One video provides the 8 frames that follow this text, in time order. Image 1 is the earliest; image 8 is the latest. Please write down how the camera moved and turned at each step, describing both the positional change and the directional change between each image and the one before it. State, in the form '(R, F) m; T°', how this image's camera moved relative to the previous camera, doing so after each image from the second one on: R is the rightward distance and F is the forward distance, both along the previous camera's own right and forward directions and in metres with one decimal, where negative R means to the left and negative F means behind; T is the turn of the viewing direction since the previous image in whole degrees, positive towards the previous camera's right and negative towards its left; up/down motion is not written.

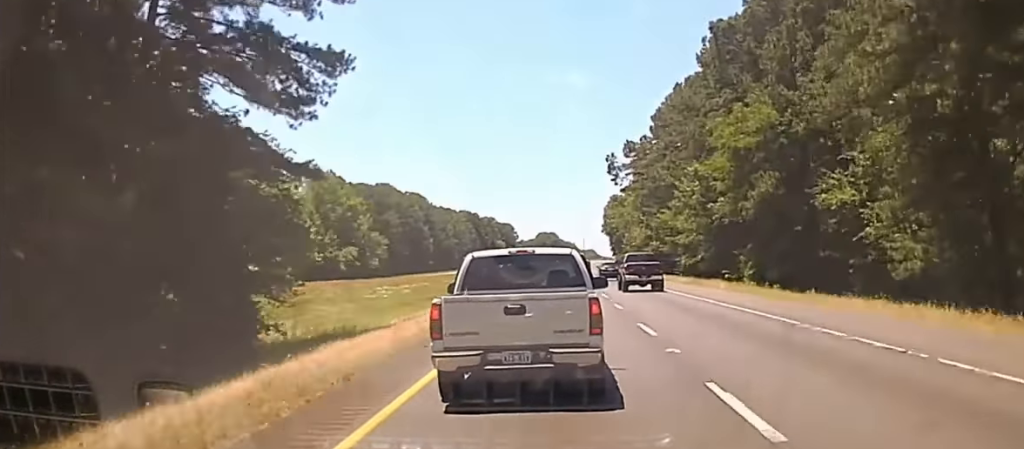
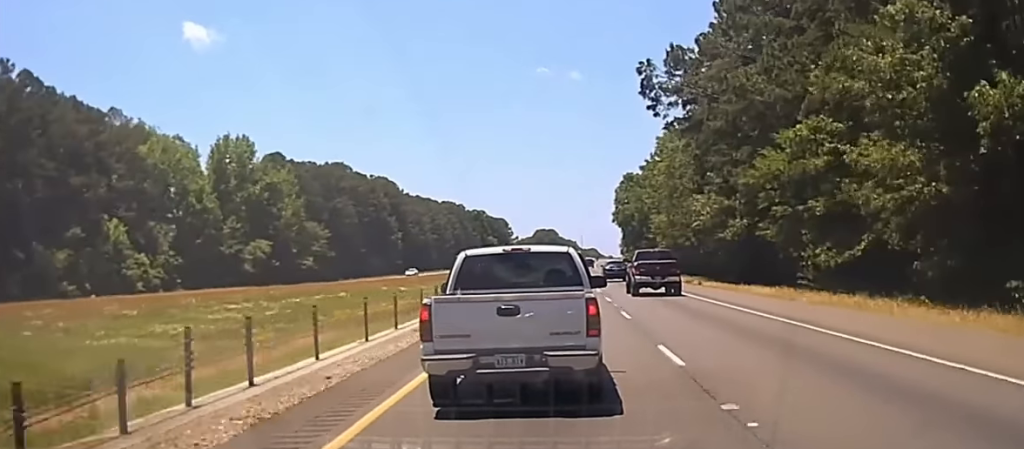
(0.0, +55.8) m; 0°
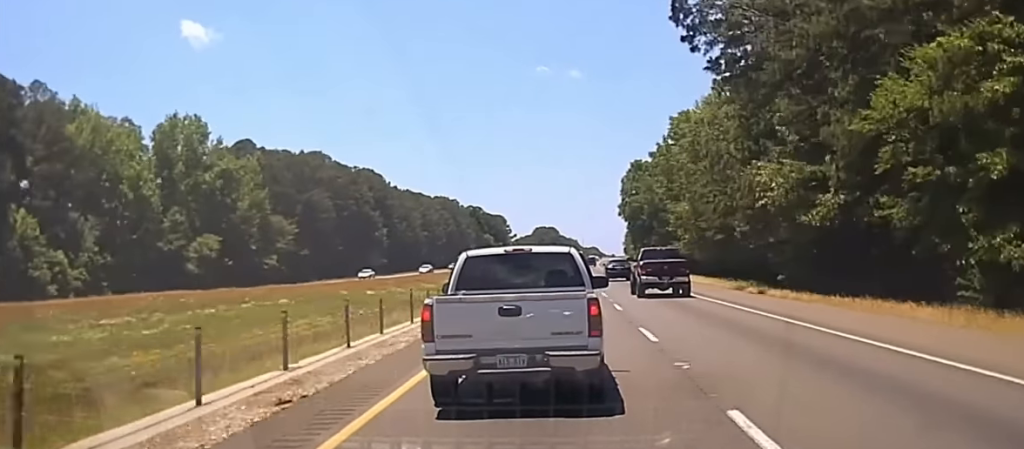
(0.0, +20.0) m; 0°
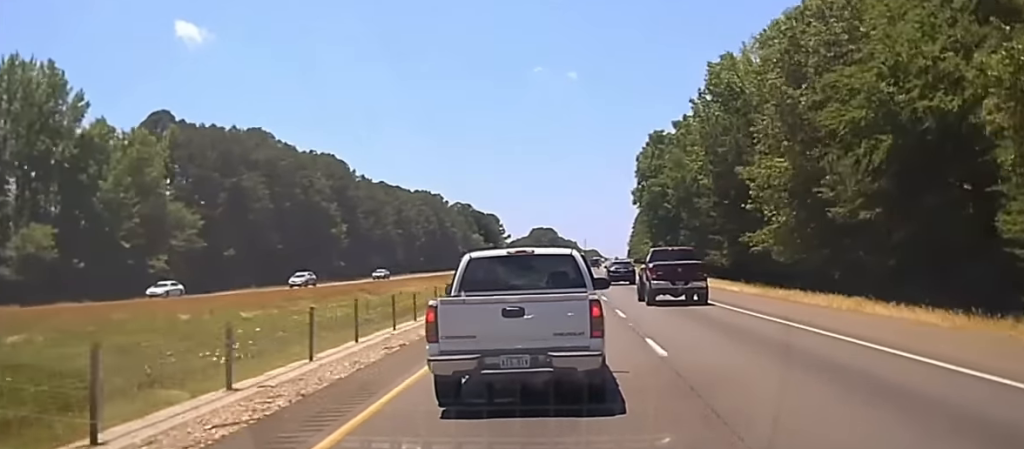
(0.0, +40.0) m; 0°
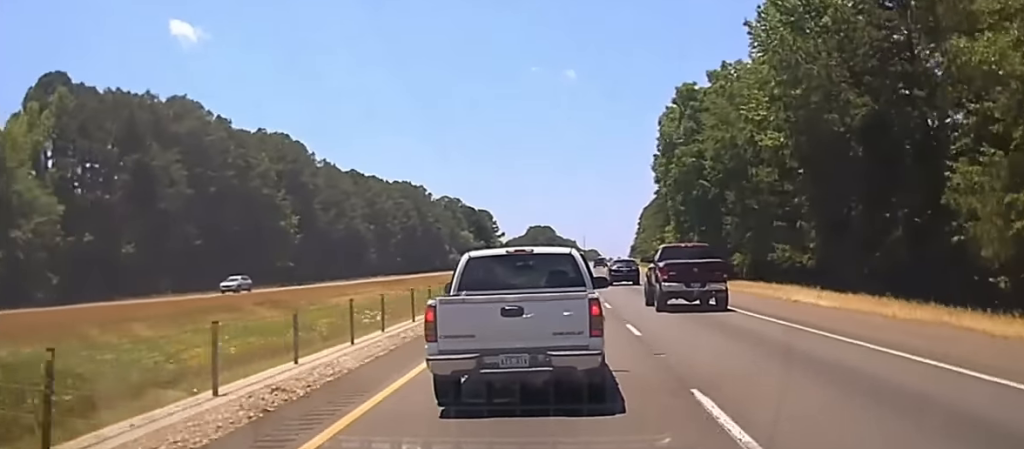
(0.0, +33.8) m; 0°
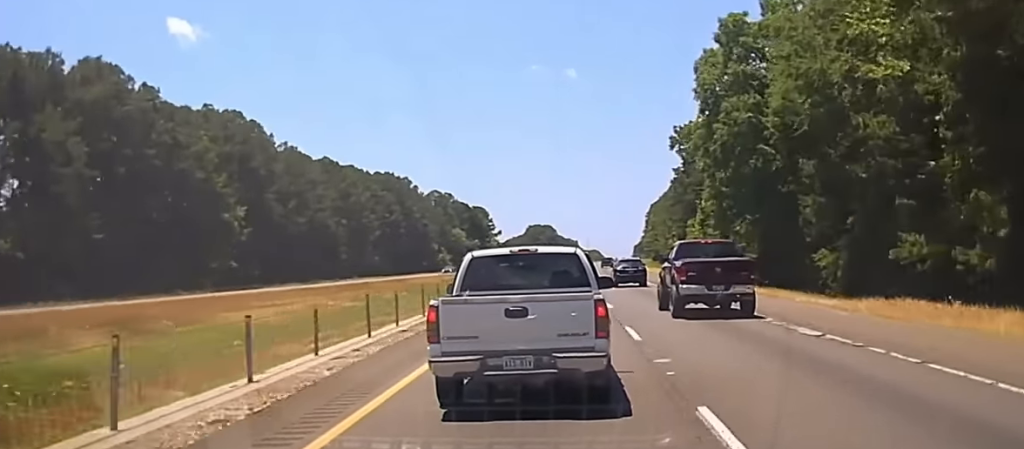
(0.0, +28.3) m; 0°
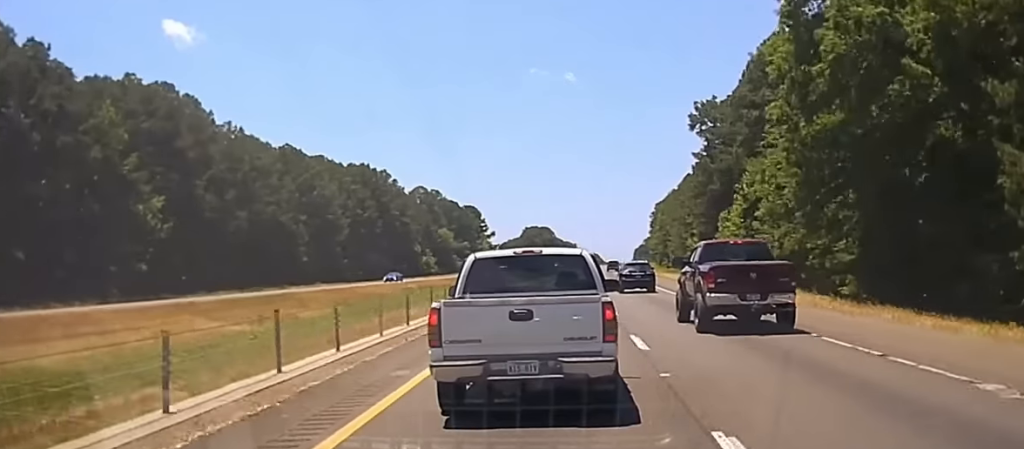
(0.0, +24.1) m; 0°
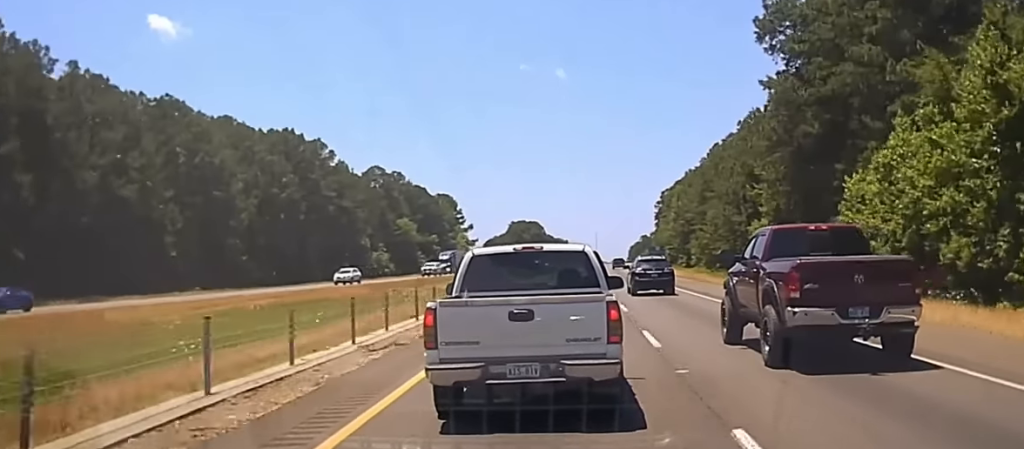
(0.0, +46.7) m; 0°
